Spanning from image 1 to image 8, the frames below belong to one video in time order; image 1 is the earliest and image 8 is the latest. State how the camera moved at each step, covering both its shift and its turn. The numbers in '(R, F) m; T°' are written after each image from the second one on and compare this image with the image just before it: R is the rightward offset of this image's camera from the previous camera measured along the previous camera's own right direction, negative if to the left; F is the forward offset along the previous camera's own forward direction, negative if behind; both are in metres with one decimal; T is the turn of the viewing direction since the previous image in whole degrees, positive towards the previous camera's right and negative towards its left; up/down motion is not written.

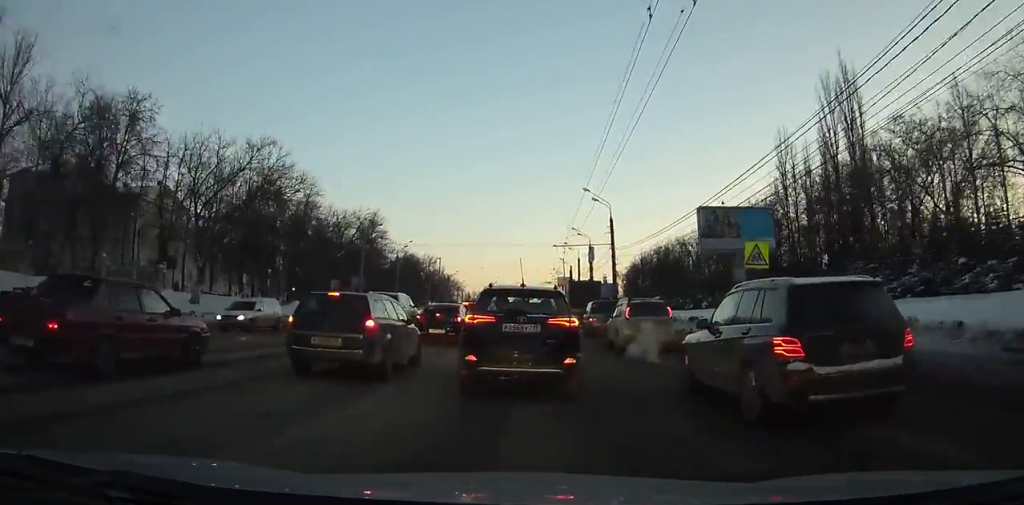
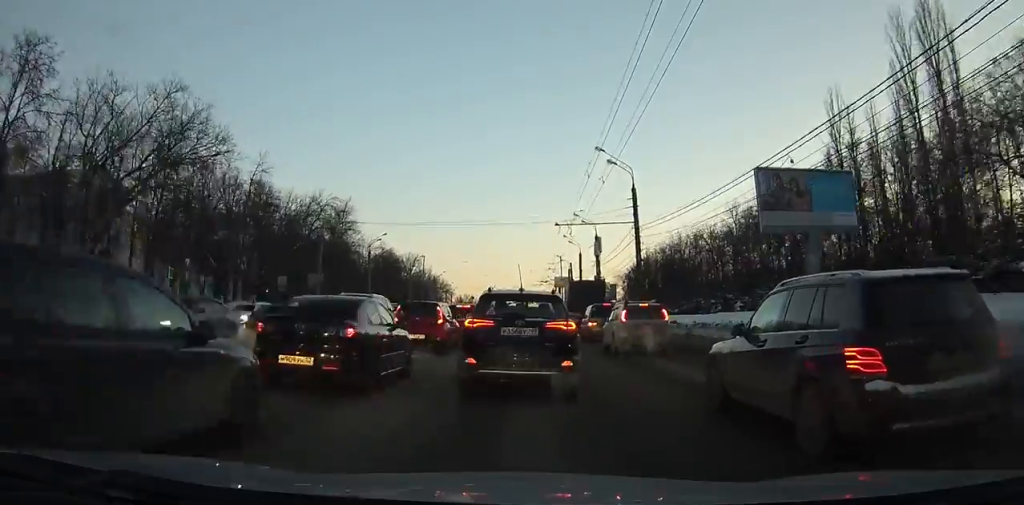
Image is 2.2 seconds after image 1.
(0.0, +13.8) m; 0°
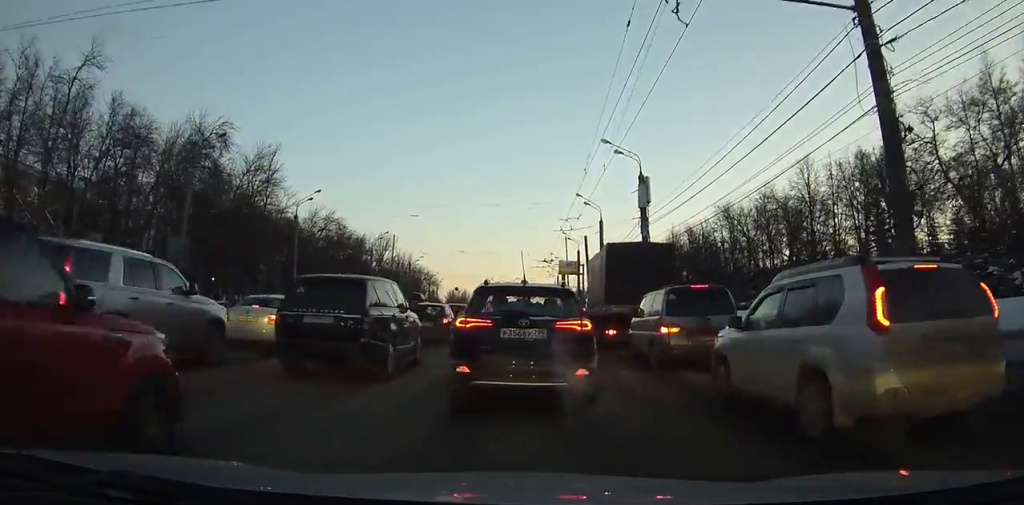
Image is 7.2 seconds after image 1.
(+0.2, +27.8) m; +1°
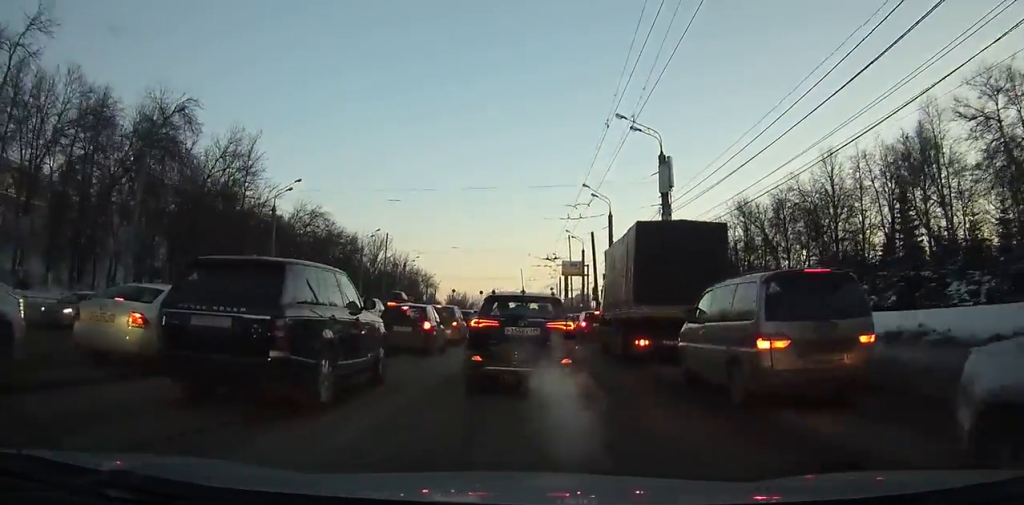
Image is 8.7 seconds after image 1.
(+0.1, +7.7) m; 0°
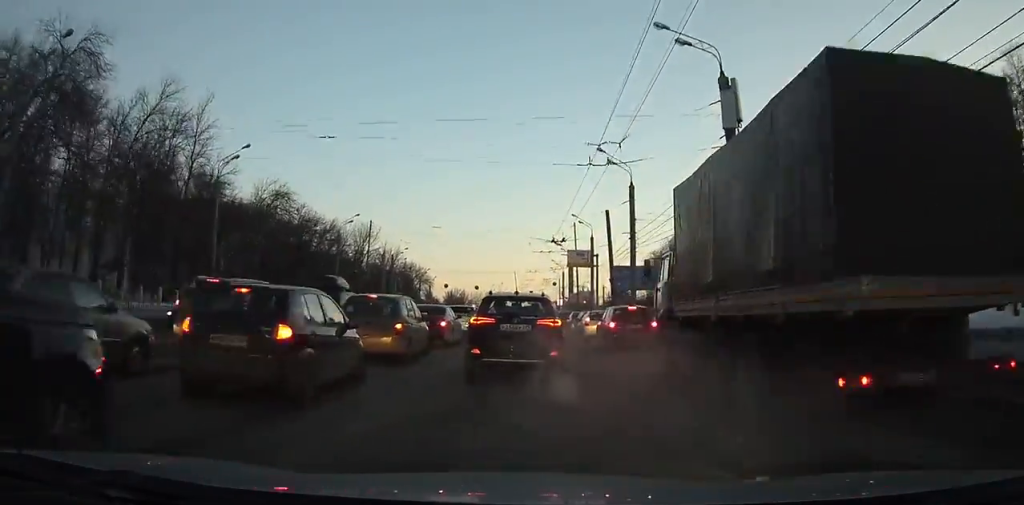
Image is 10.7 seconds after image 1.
(+0.1, +10.4) m; 0°
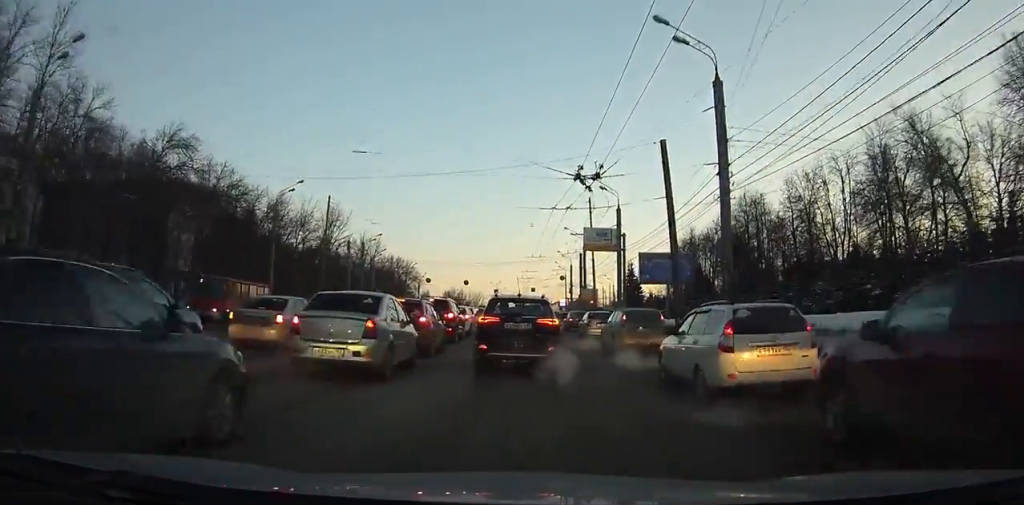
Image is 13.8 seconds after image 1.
(-0.1, +16.2) m; -1°
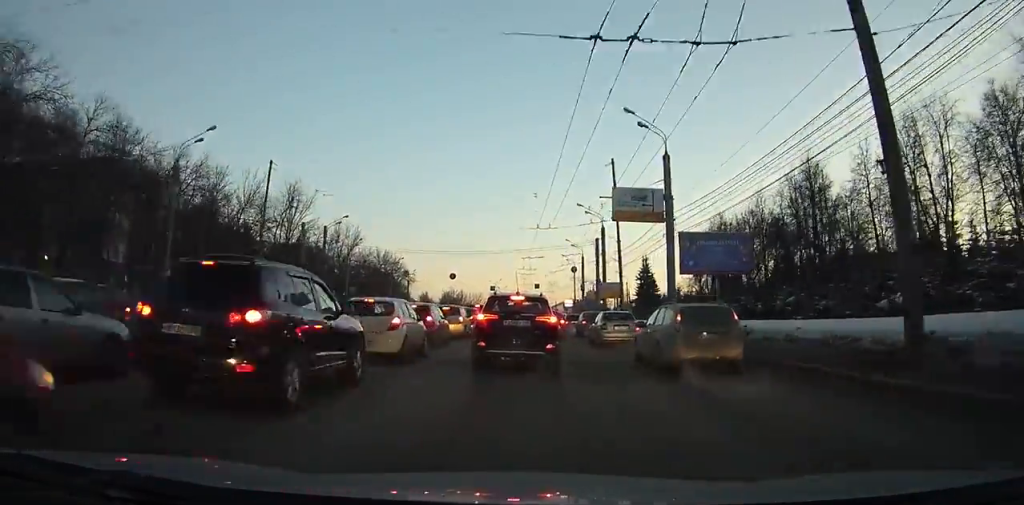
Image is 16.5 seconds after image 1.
(-0.1, +13.5) m; -1°
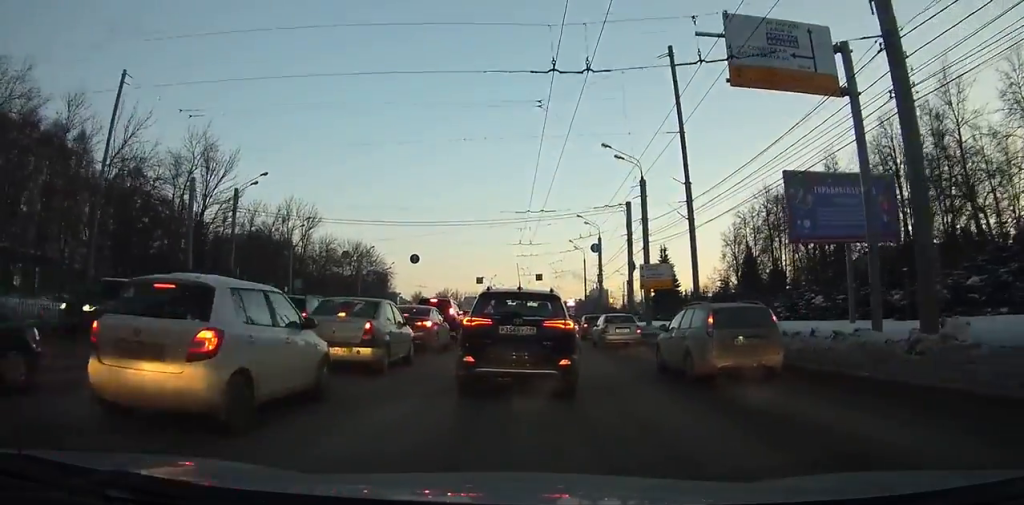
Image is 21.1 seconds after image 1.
(-0.2, +19.7) m; 0°
